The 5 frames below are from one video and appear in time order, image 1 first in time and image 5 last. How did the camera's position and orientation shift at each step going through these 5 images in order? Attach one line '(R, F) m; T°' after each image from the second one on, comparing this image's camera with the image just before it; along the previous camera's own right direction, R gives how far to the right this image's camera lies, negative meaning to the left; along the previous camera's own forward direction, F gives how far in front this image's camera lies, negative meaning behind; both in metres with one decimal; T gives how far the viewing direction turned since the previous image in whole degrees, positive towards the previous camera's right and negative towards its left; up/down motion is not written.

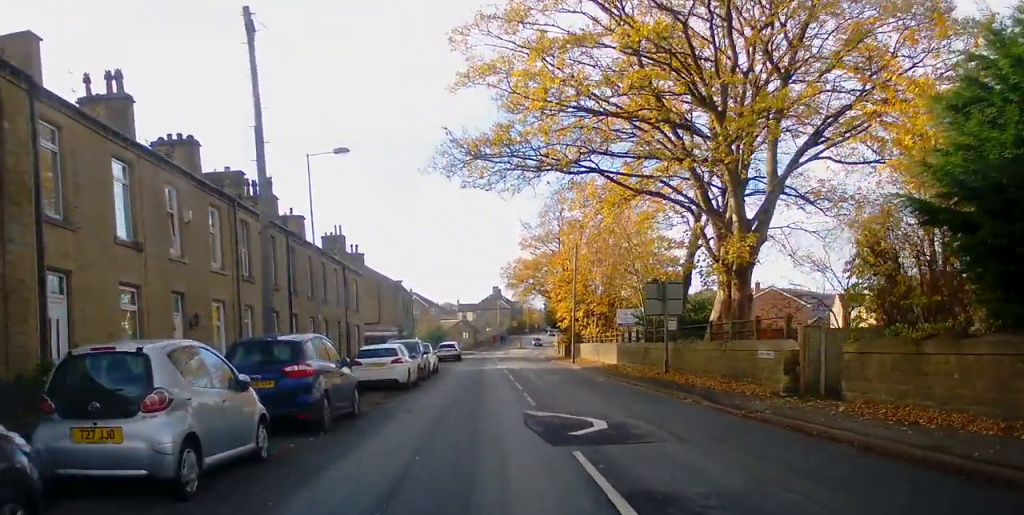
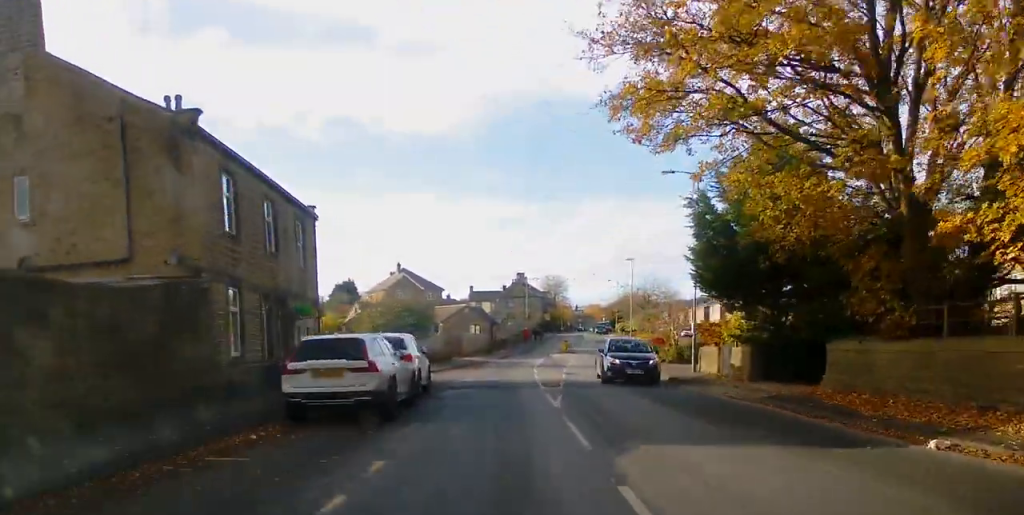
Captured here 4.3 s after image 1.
(-1.4, +49.8) m; -3°
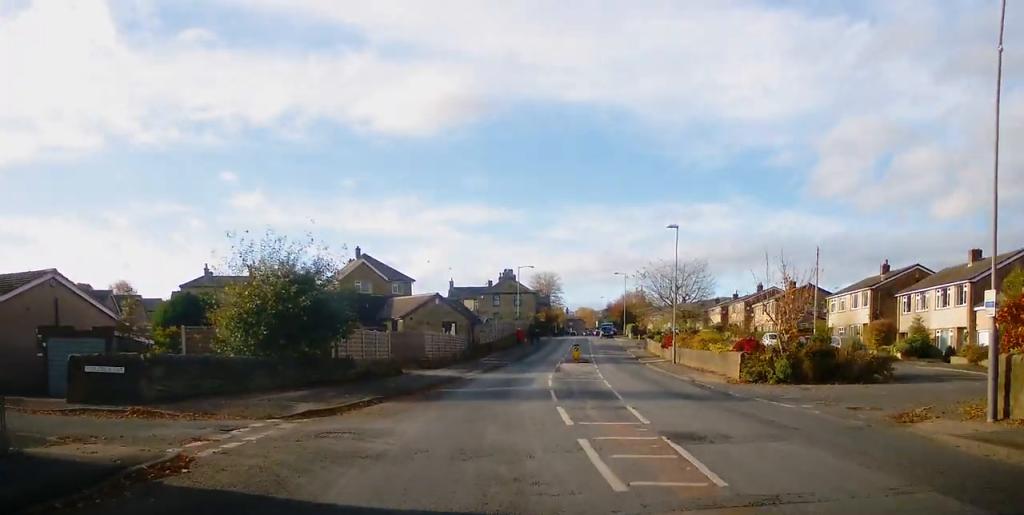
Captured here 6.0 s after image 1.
(-0.3, +21.2) m; +1°
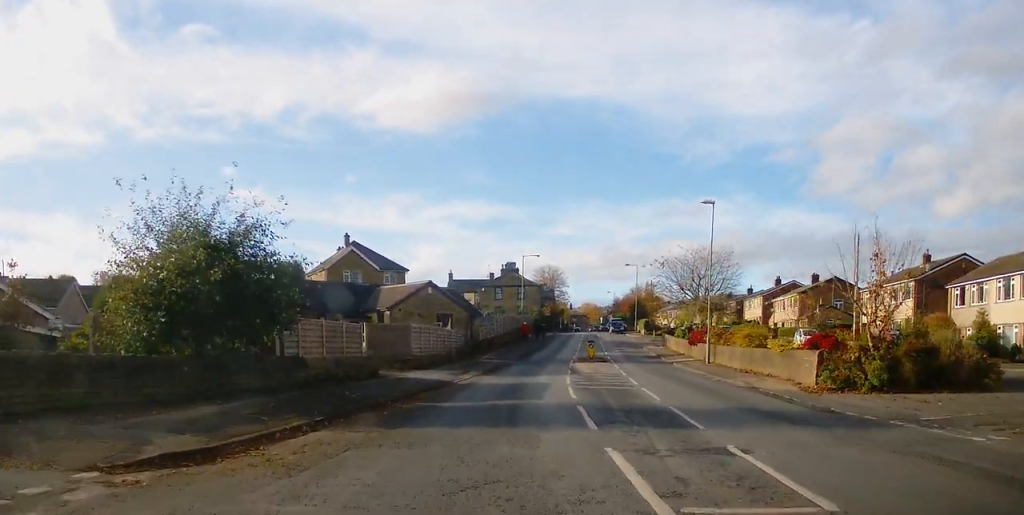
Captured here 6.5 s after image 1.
(+0.1, +7.1) m; +1°
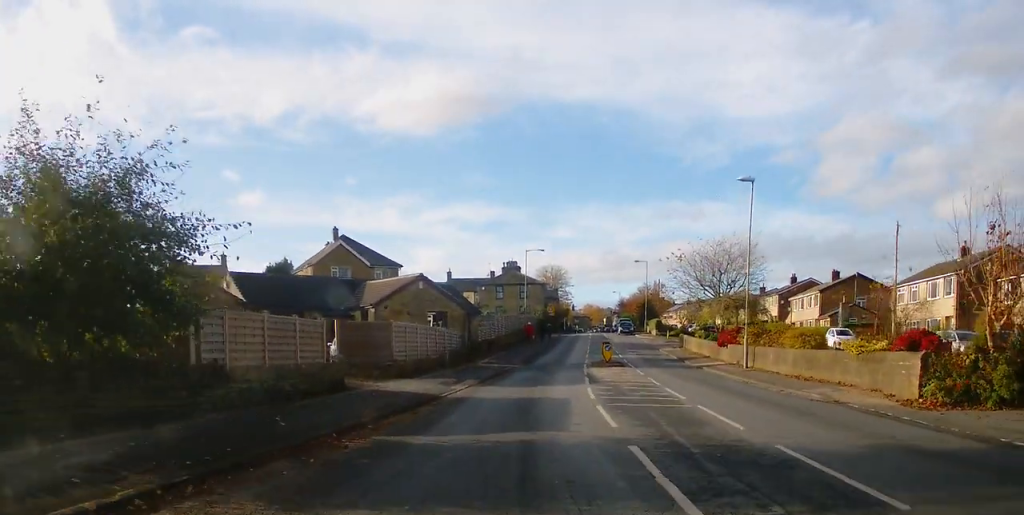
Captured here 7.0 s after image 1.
(0.0, +5.9) m; 0°
